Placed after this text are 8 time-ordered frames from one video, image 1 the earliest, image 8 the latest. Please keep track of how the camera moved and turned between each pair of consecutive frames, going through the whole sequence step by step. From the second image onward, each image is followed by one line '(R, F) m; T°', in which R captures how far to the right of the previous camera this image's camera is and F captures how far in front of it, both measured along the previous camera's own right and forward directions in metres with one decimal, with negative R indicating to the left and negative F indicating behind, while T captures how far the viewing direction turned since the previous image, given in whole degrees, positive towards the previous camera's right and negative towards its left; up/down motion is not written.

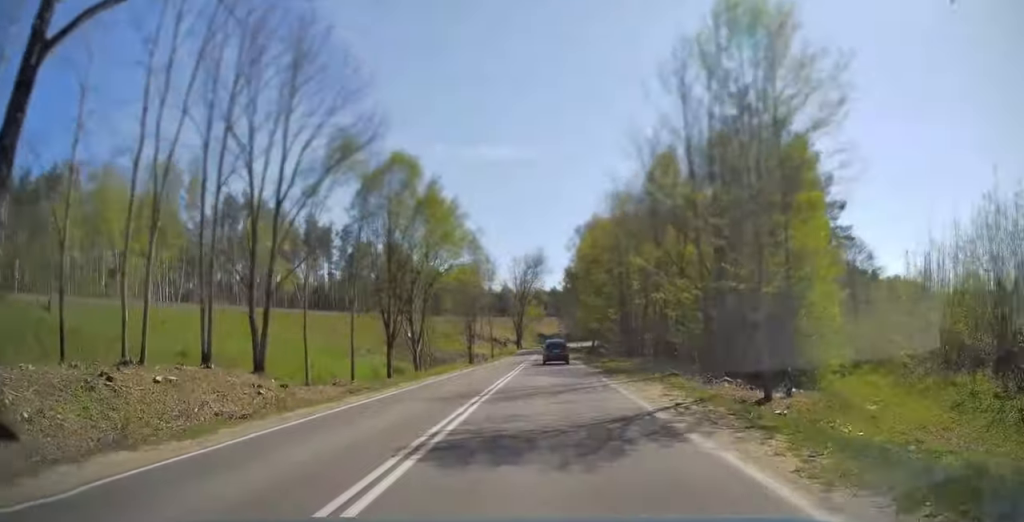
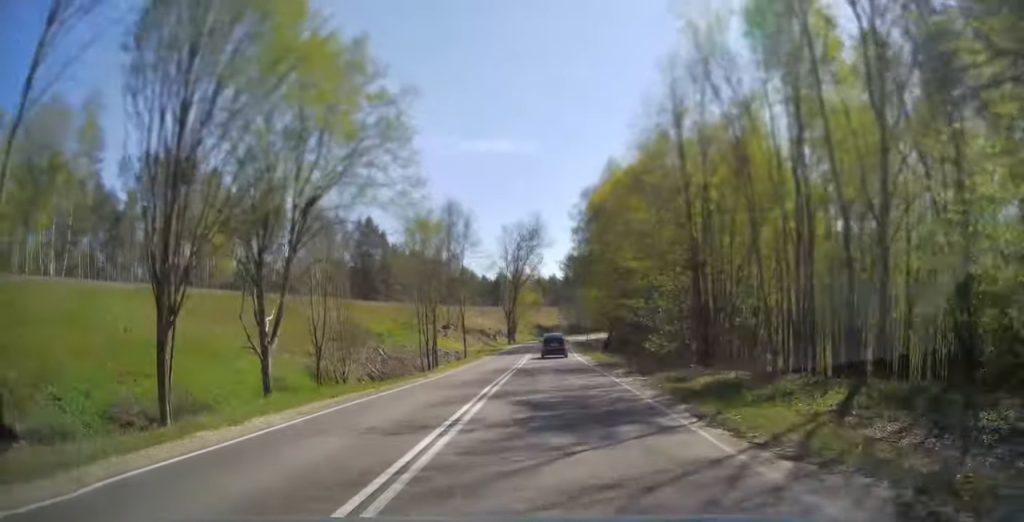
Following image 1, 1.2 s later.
(0.0, +25.7) m; 0°
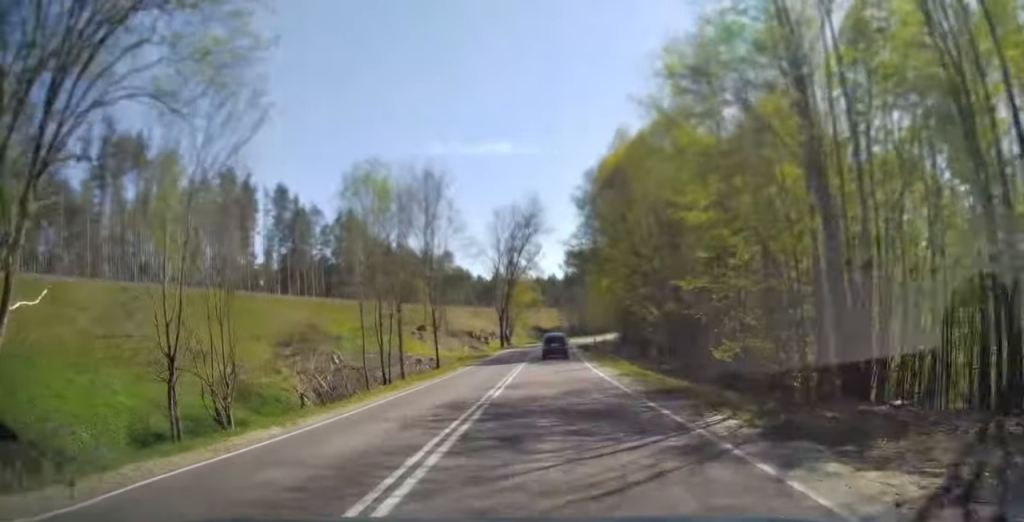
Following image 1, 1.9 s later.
(0.0, +13.3) m; 0°
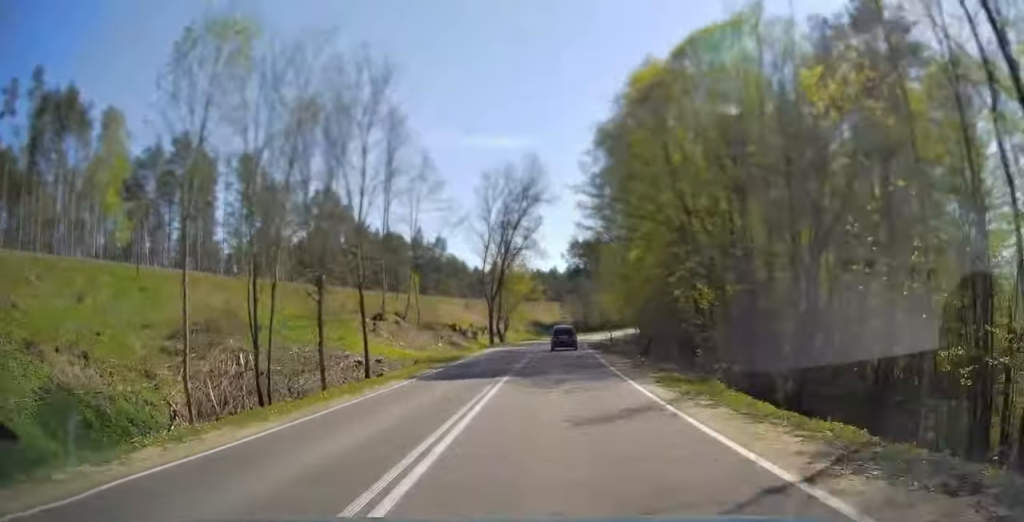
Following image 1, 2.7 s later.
(0.0, +15.7) m; +1°
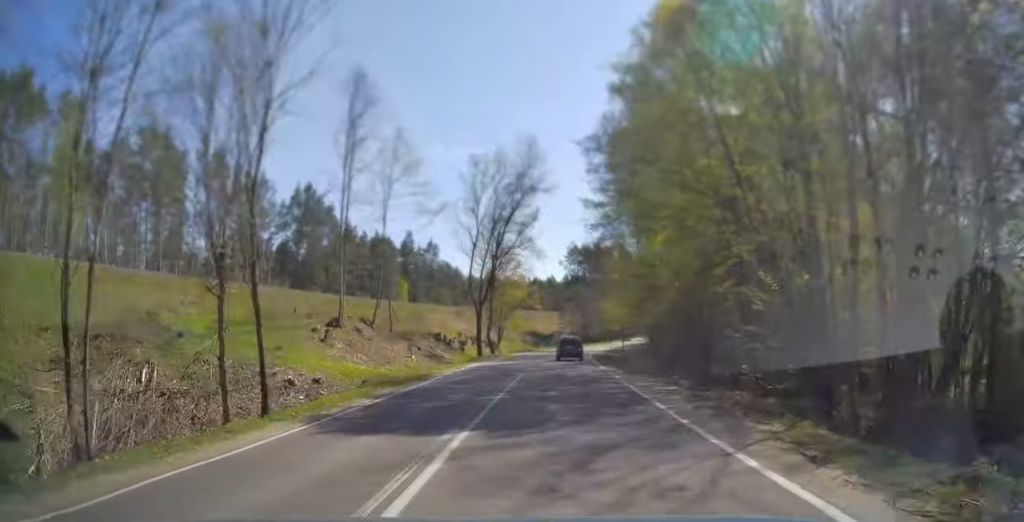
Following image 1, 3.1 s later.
(-0.1, +8.9) m; 0°
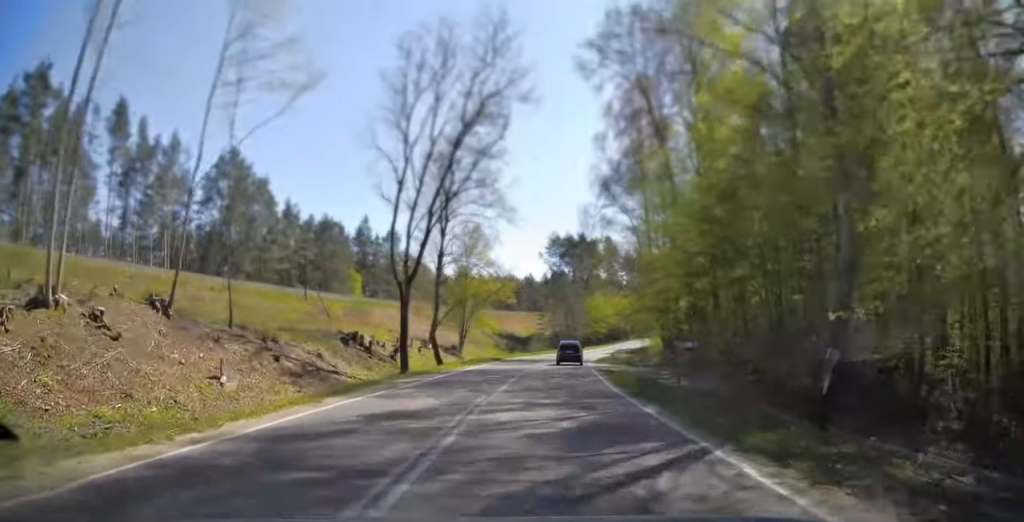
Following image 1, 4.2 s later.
(+0.5, +21.8) m; +2°
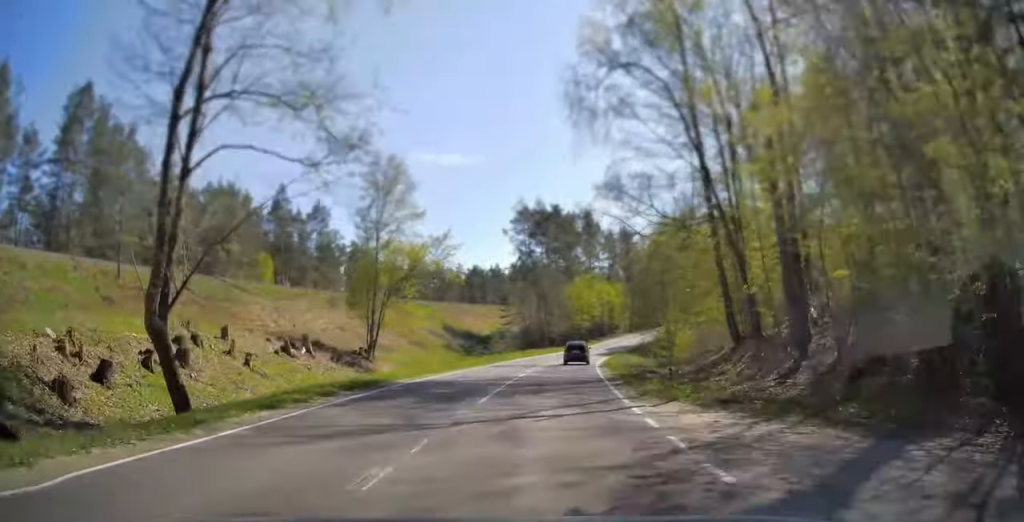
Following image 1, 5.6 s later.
(+0.8, +29.3) m; +3°
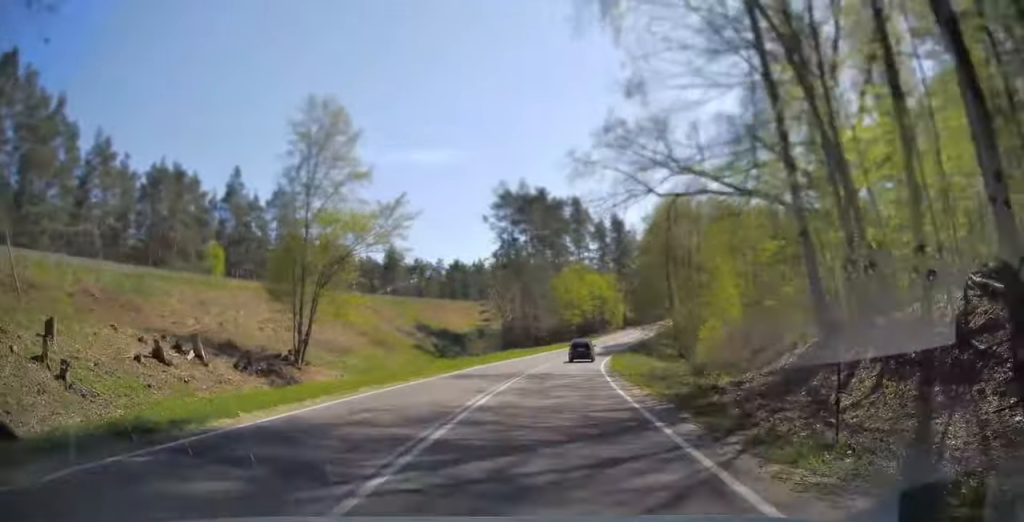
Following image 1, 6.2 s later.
(+0.1, +11.5) m; +2°
